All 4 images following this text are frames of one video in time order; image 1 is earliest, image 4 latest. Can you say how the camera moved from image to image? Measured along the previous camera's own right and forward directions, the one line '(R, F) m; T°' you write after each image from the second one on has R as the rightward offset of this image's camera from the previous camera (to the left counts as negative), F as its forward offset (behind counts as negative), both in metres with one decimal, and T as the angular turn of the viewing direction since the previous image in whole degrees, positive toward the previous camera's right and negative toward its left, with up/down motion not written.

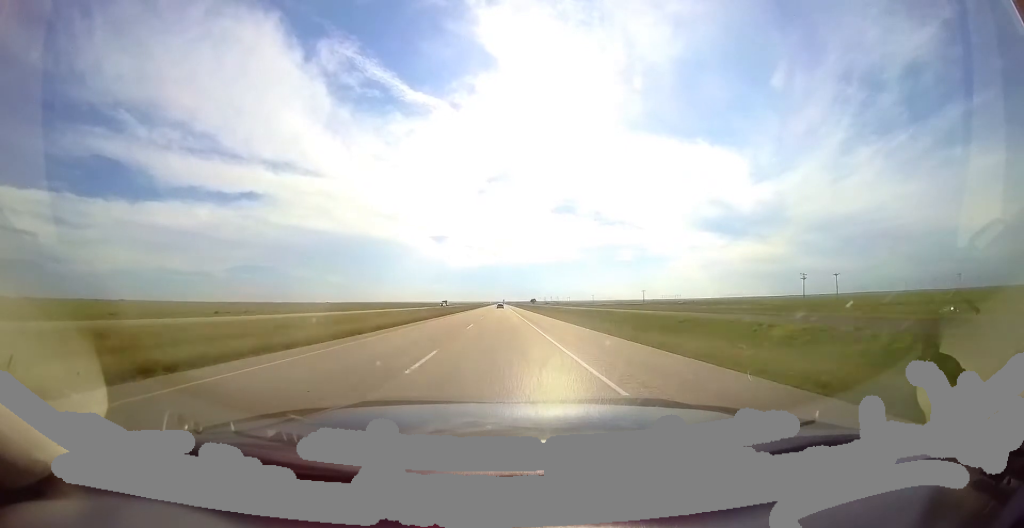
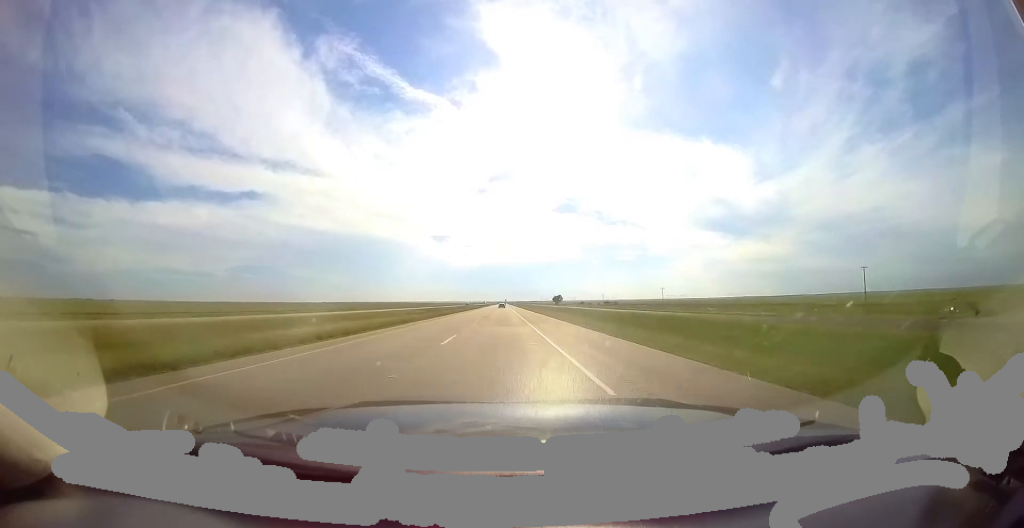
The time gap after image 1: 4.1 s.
(-1.9, +143.0) m; -1°
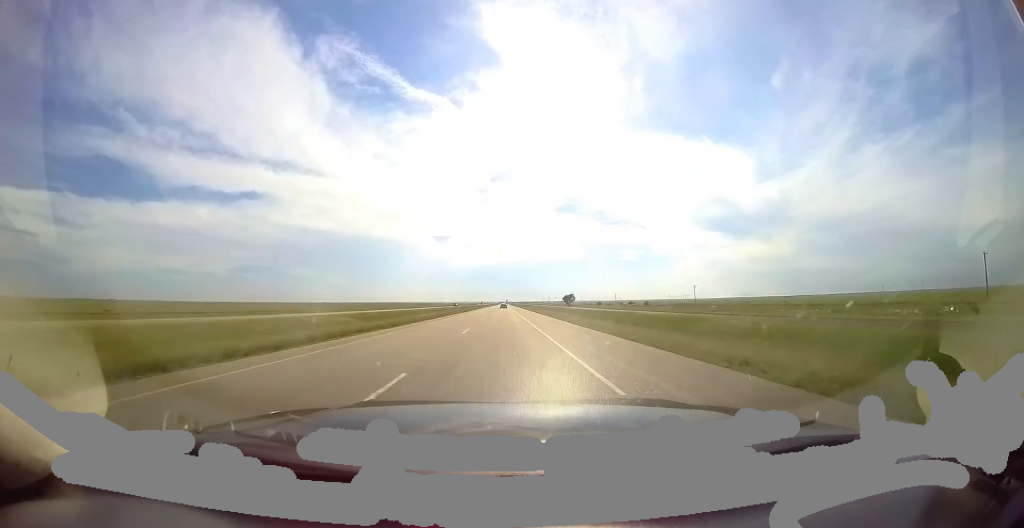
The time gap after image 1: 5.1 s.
(+0.3, +32.1) m; +1°
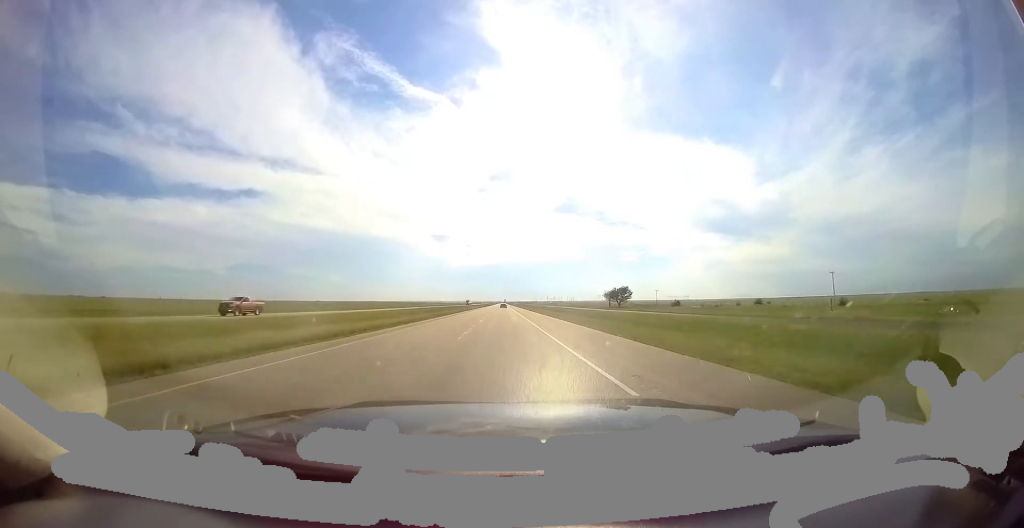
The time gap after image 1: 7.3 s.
(+0.8, +75.8) m; 0°
